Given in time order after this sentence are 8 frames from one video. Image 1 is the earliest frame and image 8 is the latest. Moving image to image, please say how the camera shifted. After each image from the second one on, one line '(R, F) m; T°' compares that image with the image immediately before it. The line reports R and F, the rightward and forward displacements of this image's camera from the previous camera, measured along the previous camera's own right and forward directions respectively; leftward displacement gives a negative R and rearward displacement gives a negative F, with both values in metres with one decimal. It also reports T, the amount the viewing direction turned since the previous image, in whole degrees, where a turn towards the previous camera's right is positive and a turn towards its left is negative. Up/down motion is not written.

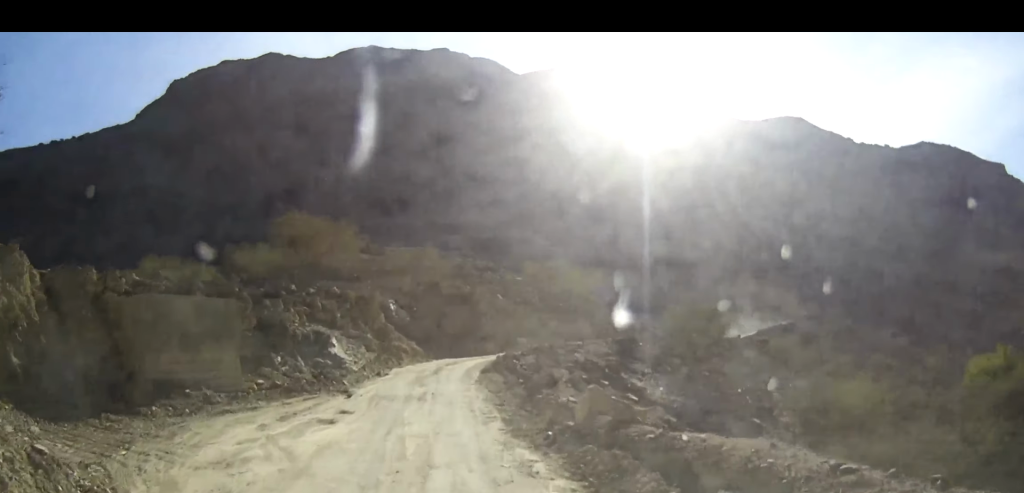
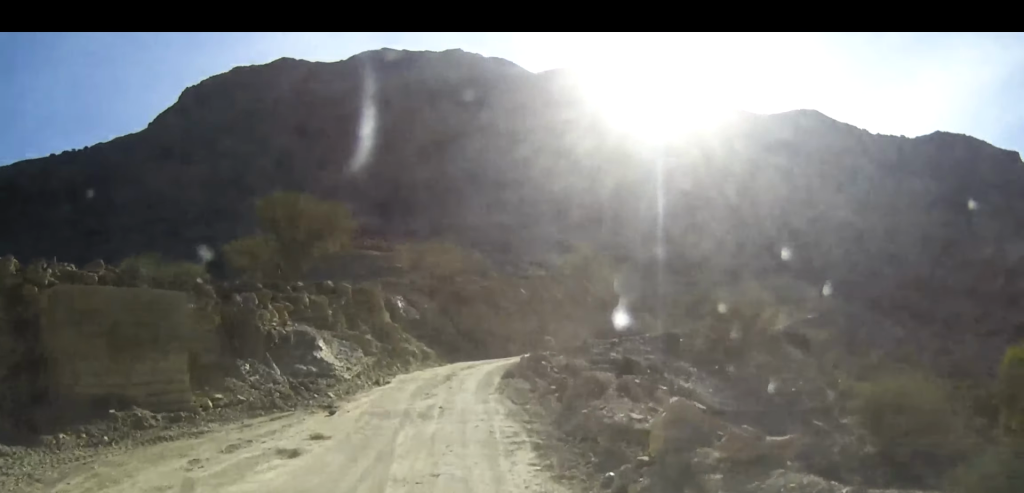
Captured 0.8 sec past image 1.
(-0.1, +4.3) m; -2°
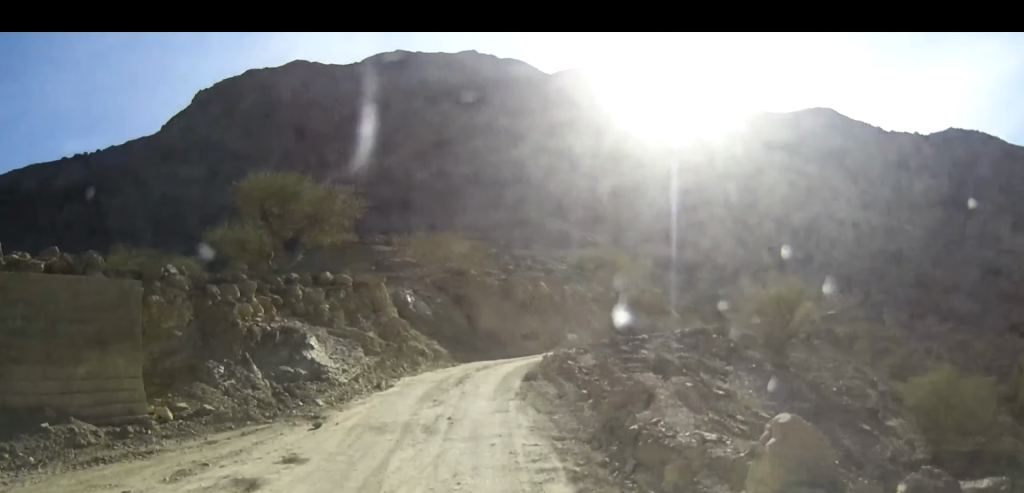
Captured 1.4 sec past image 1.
(0.0, +2.8) m; 0°
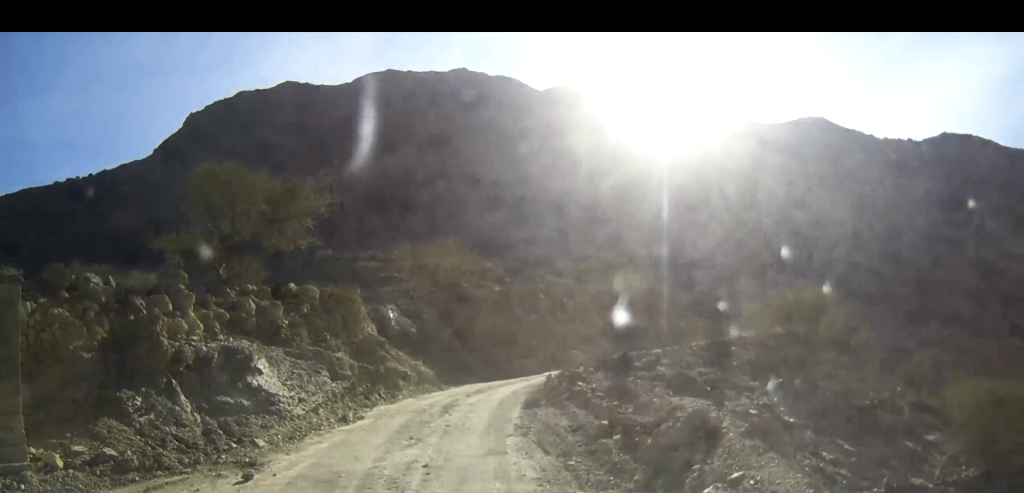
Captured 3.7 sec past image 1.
(0.0, +5.2) m; 0°
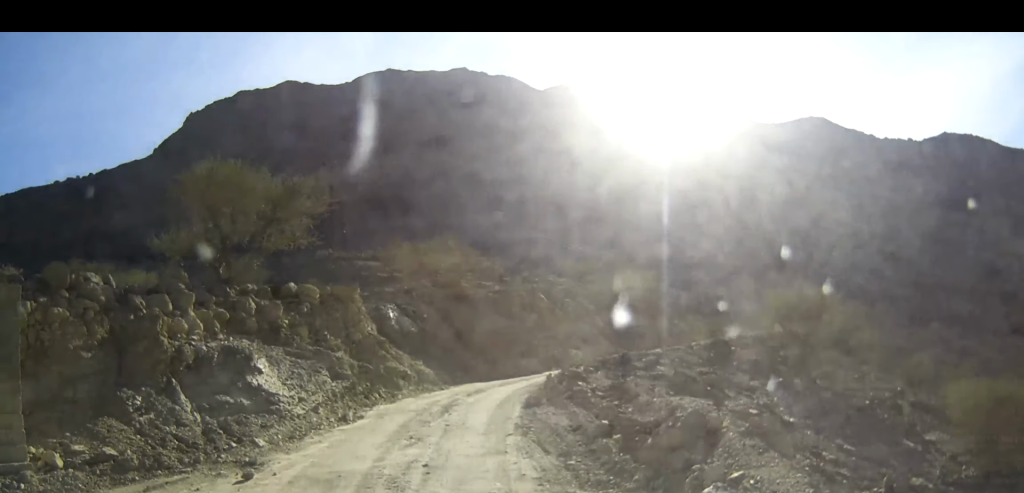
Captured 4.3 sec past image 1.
(0.0, +0.1) m; 0°
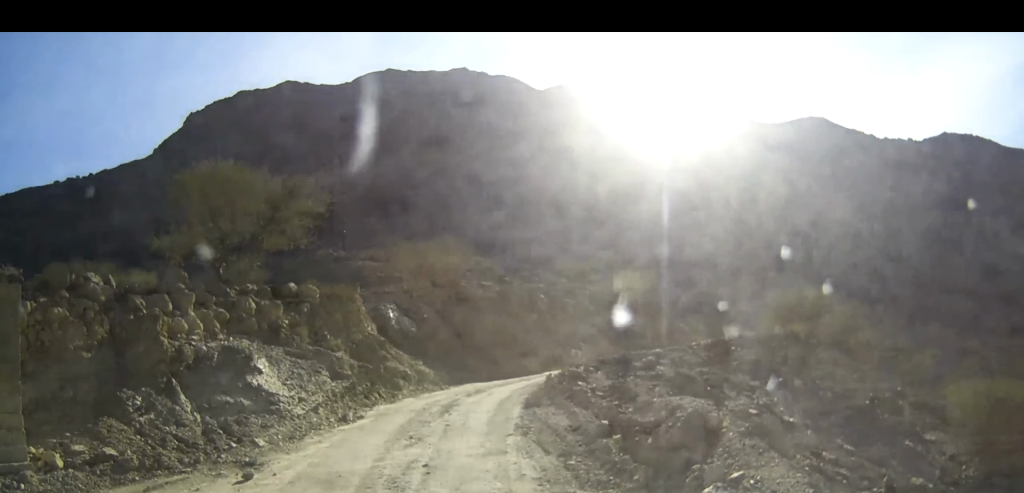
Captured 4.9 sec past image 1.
(0.0, 0.0) m; 0°
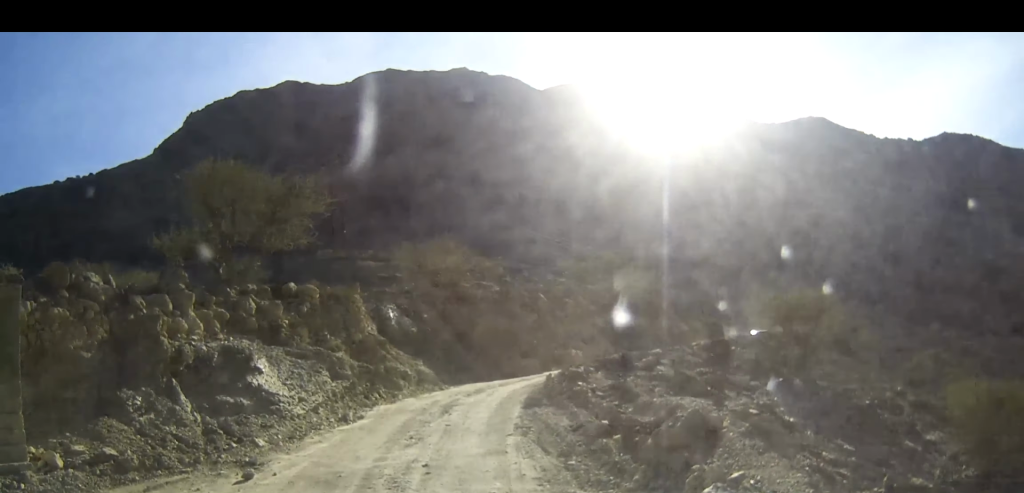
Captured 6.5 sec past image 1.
(0.0, 0.0) m; 0°
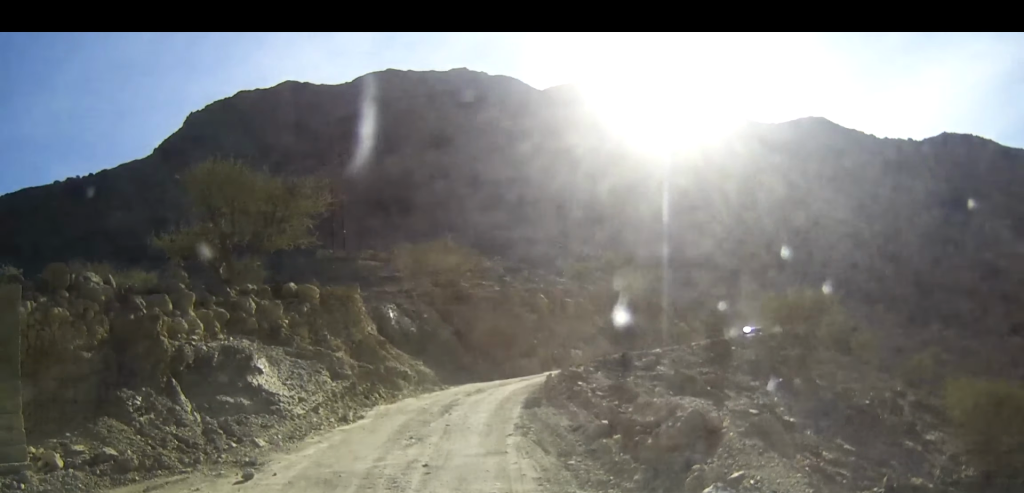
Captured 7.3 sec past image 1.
(0.0, 0.0) m; 0°
